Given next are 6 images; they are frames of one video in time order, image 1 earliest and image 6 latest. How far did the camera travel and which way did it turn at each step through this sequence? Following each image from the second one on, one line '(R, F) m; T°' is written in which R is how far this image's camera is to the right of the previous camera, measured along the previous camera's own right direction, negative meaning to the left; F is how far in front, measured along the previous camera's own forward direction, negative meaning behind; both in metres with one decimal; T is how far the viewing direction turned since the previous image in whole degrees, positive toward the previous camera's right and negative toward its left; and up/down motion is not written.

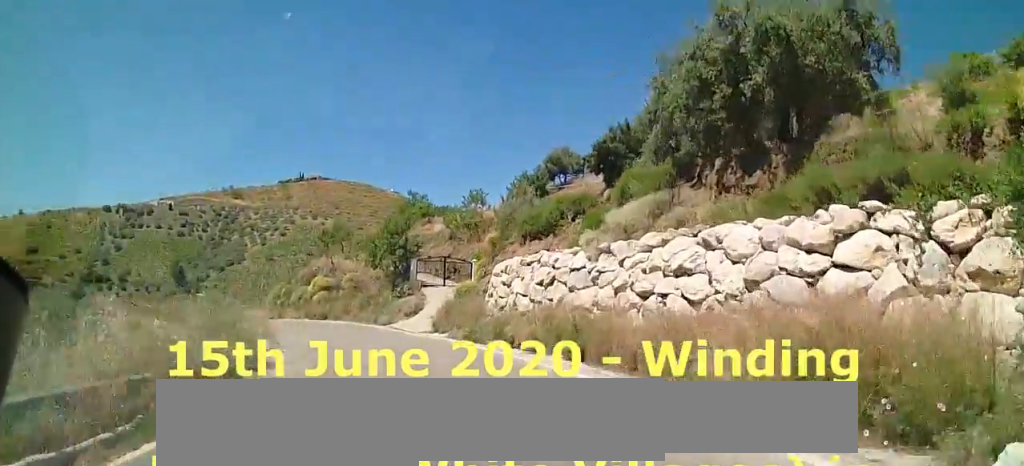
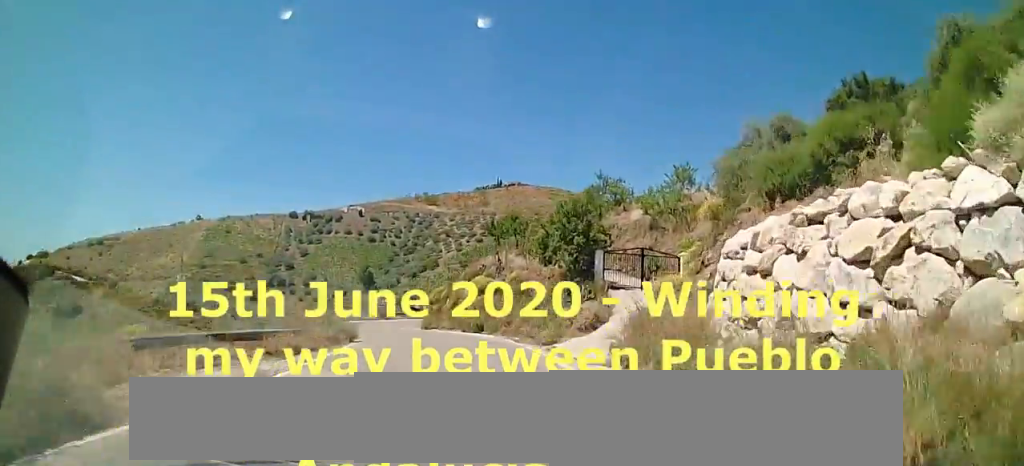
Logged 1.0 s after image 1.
(-0.3, +11.0) m; -20°
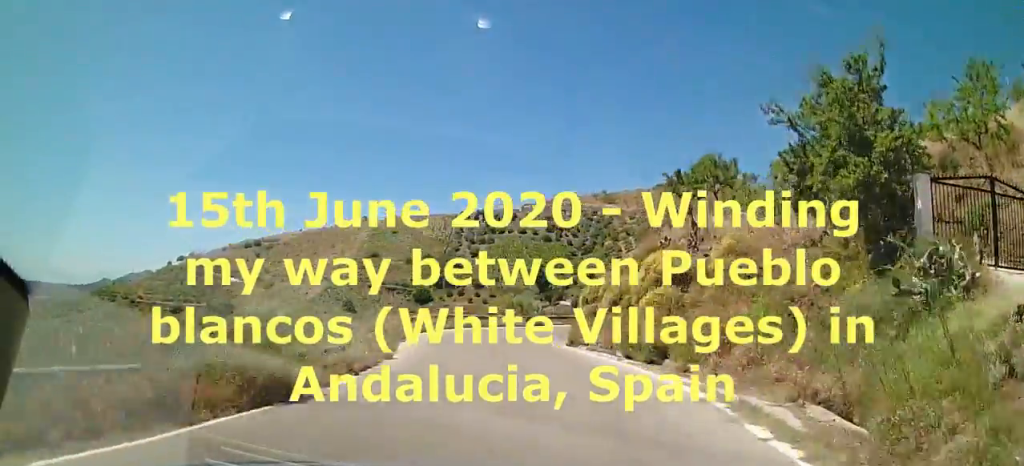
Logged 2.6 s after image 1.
(-4.7, +15.3) m; -21°
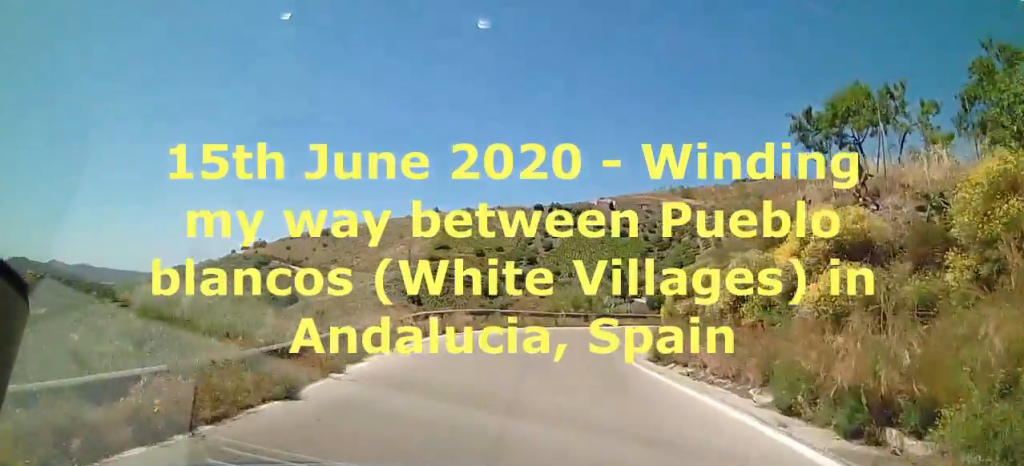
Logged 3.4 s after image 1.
(-0.5, +8.5) m; -6°
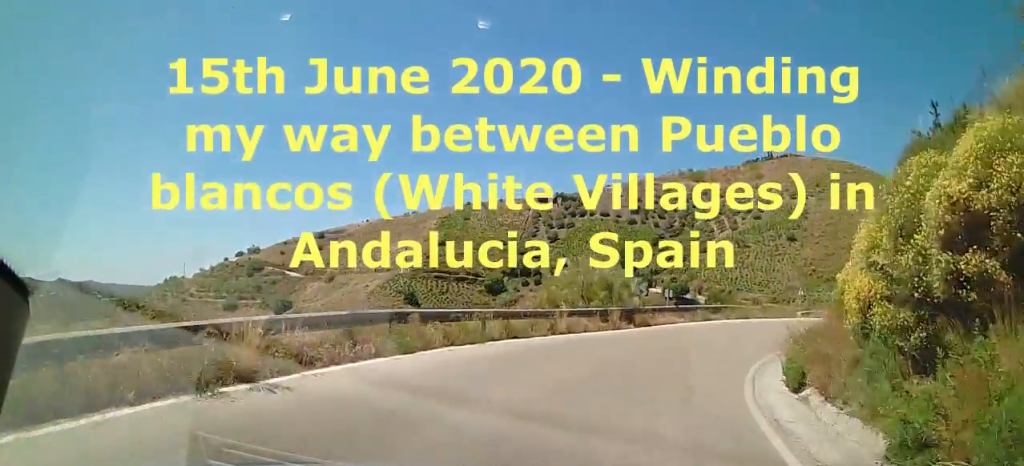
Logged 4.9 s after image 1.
(-1.3, +16.1) m; -2°
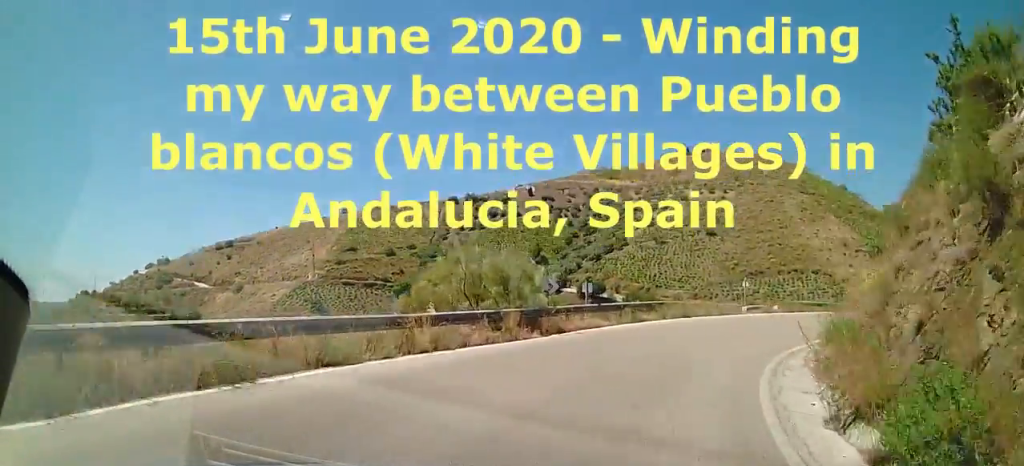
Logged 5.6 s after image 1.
(+0.3, +7.3) m; +9°
